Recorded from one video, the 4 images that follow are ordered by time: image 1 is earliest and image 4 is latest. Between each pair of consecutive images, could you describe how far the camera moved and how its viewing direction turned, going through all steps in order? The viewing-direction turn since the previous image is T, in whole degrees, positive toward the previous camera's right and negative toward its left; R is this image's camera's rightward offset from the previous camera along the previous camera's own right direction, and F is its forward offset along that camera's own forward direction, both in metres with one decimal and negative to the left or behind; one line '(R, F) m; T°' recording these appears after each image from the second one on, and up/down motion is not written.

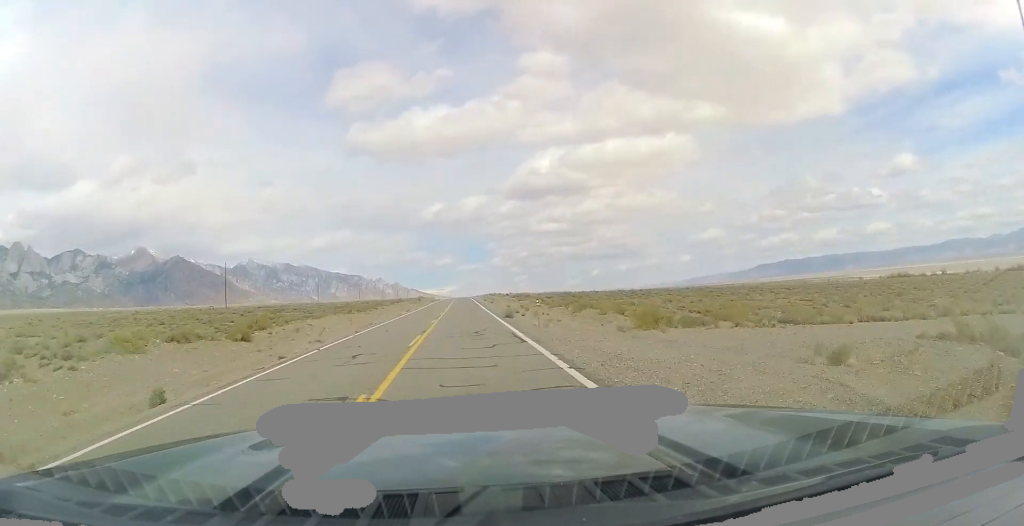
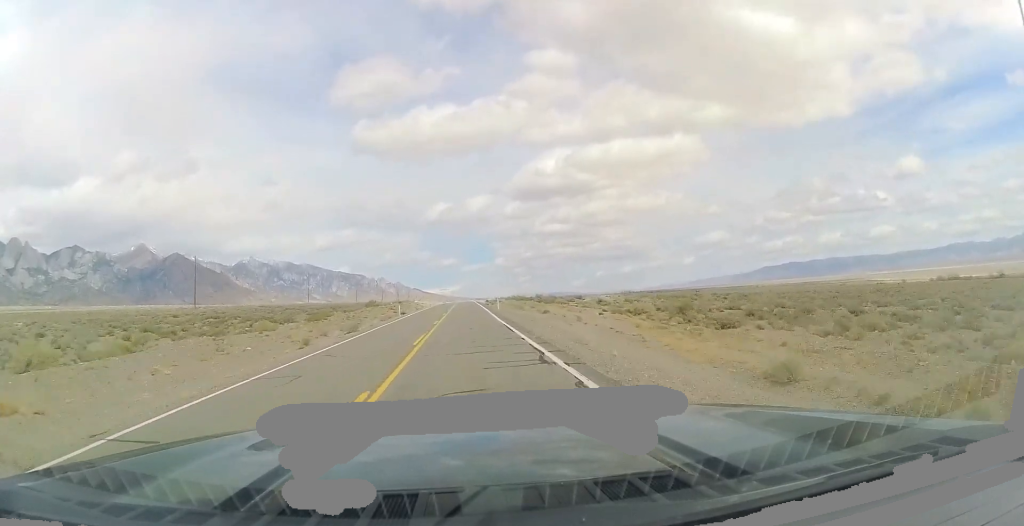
(-1.8, +108.0) m; -1°
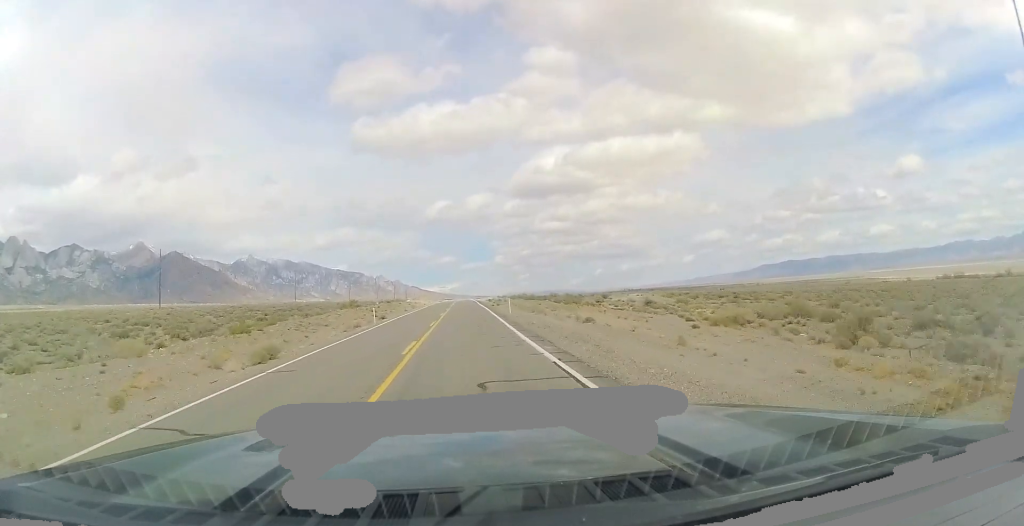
(+0.1, +14.9) m; 0°
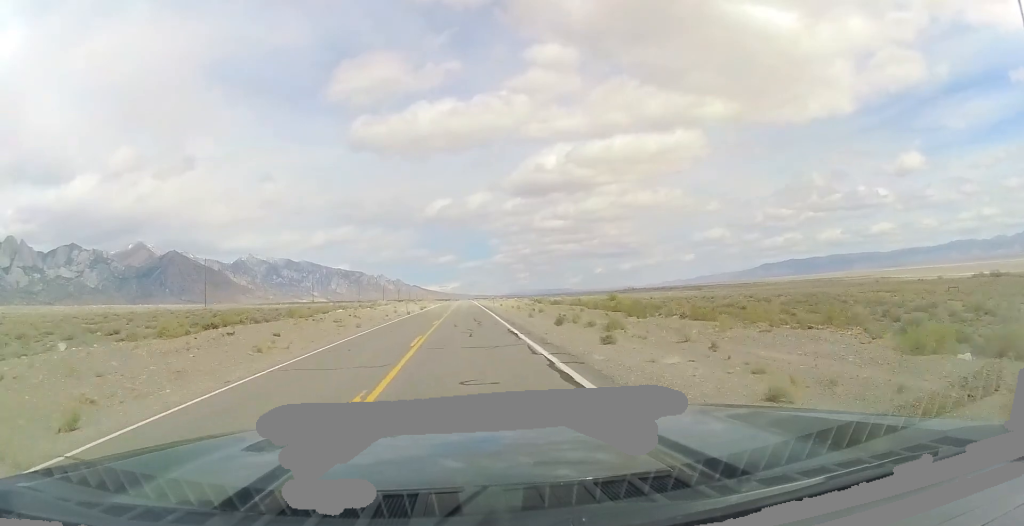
(-0.1, +70.7) m; 0°
